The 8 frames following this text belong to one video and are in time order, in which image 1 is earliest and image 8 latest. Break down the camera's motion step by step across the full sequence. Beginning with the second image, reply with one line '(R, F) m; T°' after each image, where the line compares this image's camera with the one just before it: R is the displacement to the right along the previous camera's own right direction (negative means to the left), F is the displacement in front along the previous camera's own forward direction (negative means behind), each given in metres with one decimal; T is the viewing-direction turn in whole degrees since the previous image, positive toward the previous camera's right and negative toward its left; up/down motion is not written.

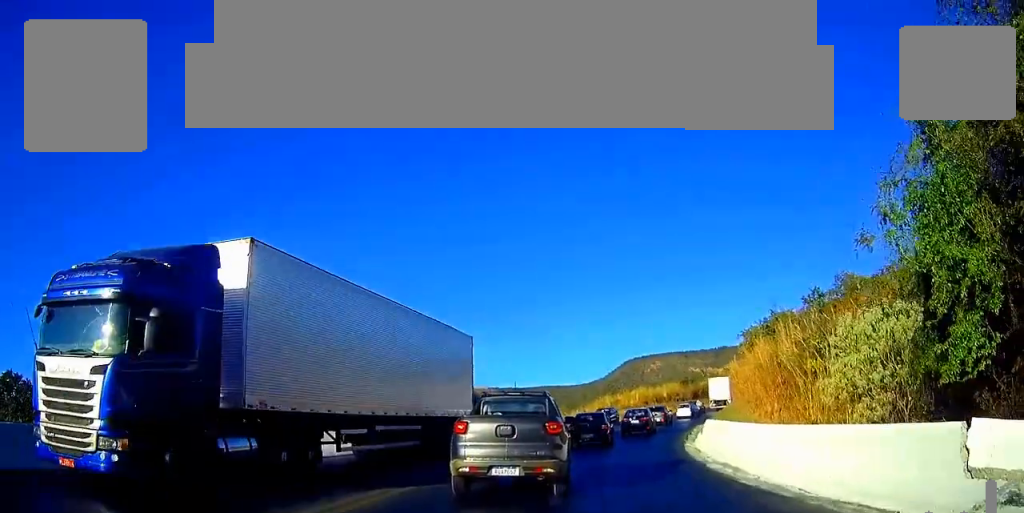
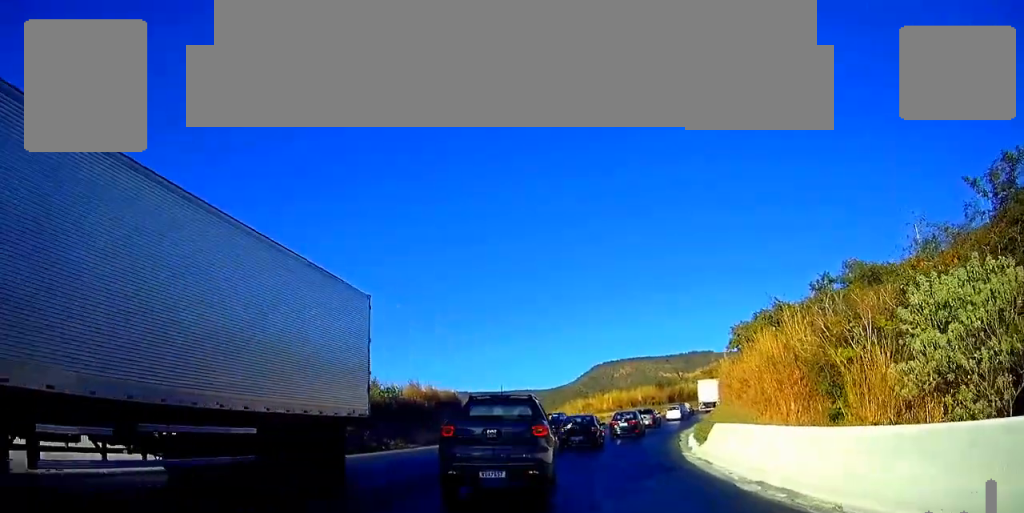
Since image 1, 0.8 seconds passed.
(-0.1, +4.3) m; -1°
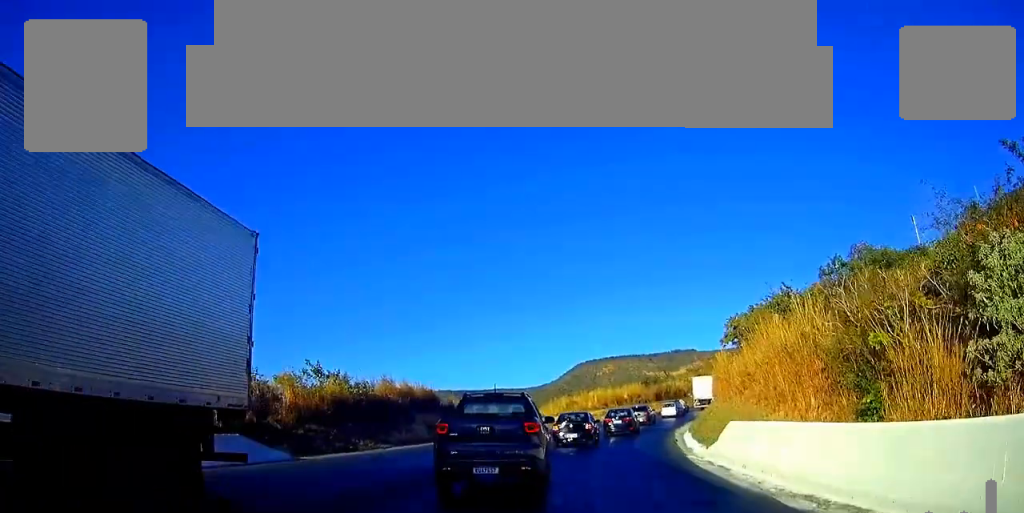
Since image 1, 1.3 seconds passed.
(-0.1, +2.7) m; 0°
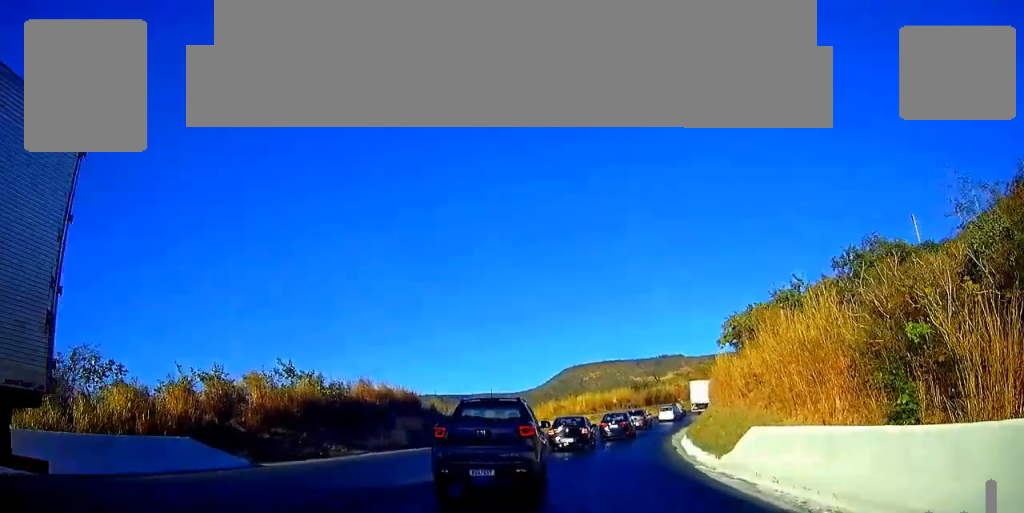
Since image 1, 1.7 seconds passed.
(+0.1, +2.3) m; +1°
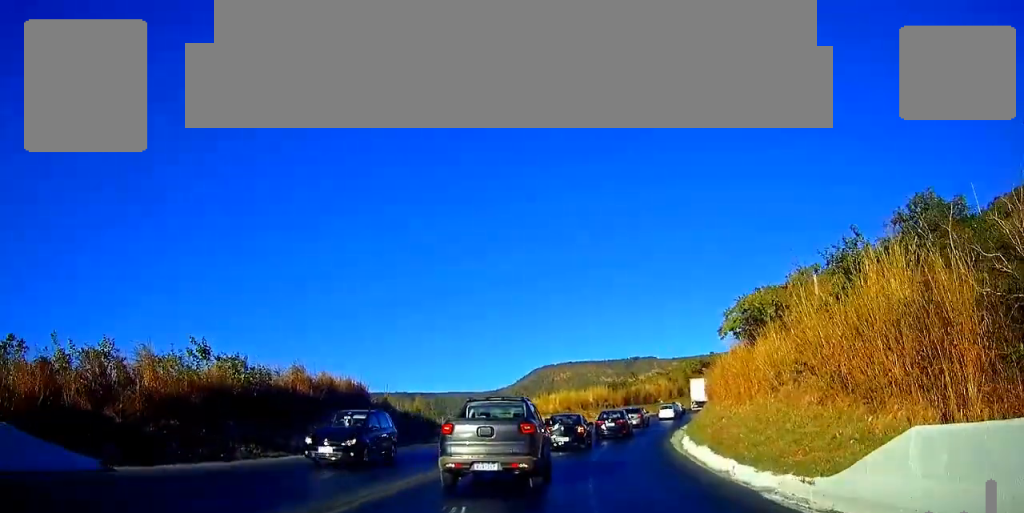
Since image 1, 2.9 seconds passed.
(+0.2, +6.5) m; +5°
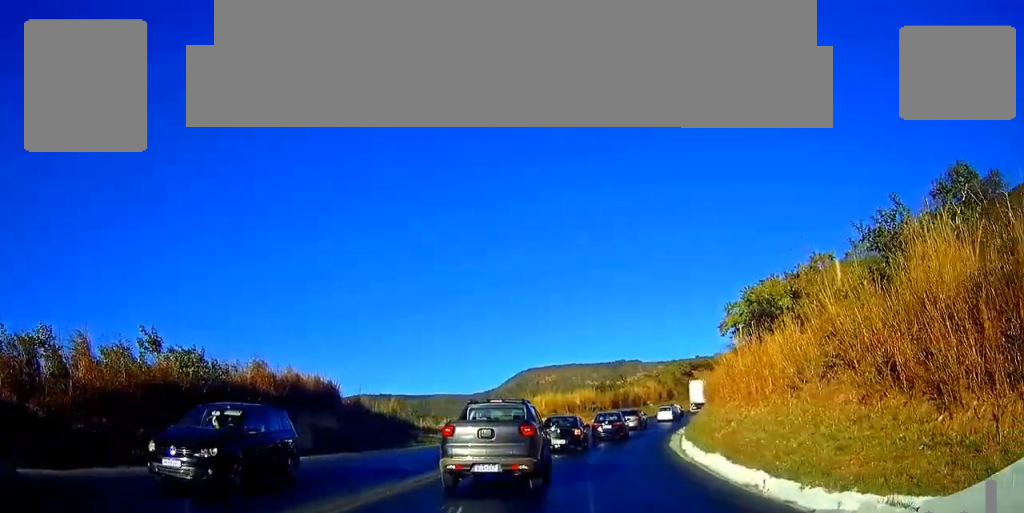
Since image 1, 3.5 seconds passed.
(+0.1, +2.9) m; +3°
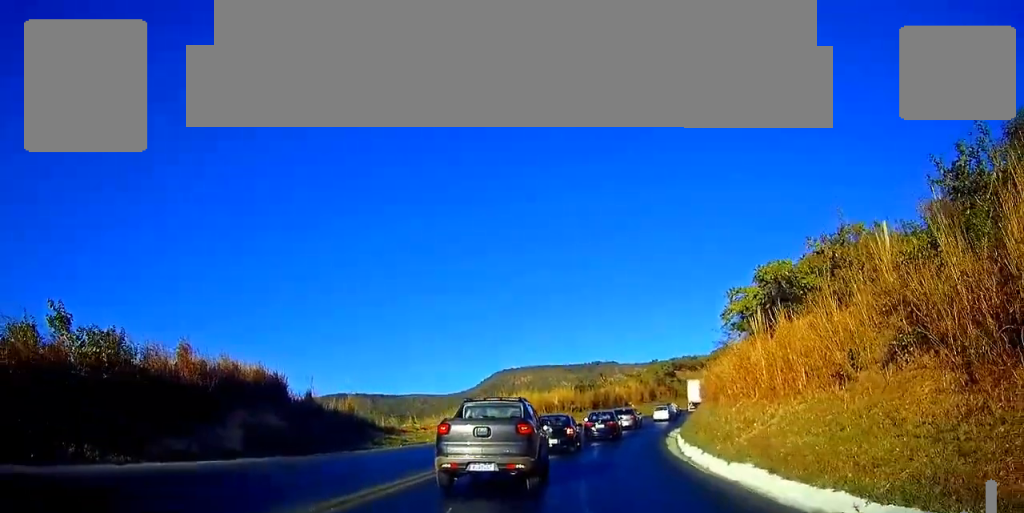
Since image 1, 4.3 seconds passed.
(+0.2, +4.7) m; +4°
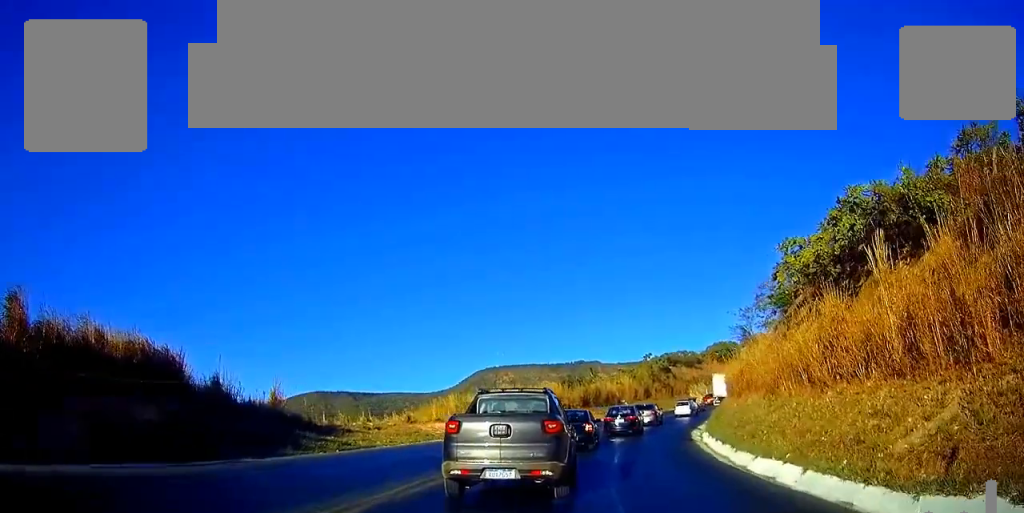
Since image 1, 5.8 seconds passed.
(+0.4, +8.4) m; +5°
